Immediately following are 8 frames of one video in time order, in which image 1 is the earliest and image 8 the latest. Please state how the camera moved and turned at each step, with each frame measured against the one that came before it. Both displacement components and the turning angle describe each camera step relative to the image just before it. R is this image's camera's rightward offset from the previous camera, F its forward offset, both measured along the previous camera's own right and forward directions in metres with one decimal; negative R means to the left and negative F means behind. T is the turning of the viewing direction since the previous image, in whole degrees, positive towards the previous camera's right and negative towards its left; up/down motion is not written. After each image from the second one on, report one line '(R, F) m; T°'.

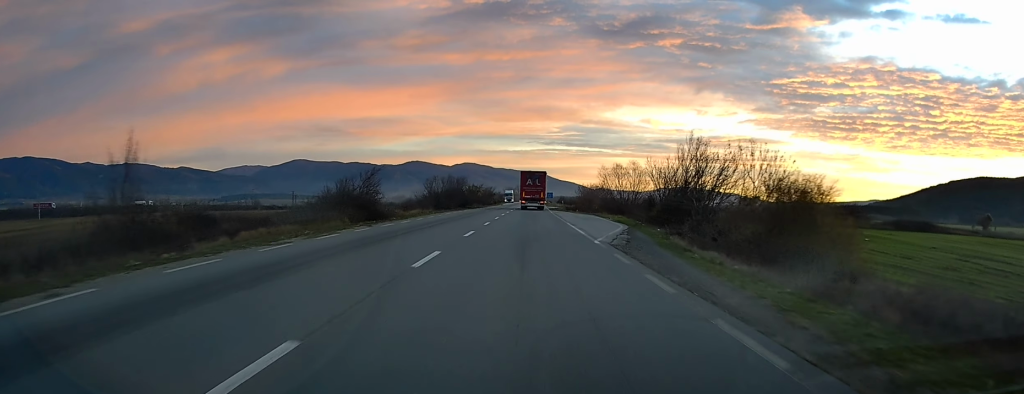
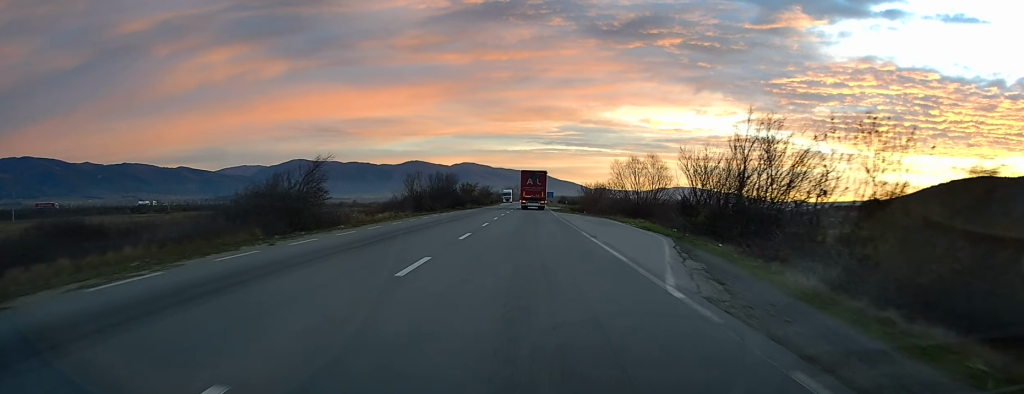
(0.0, +10.3) m; 0°
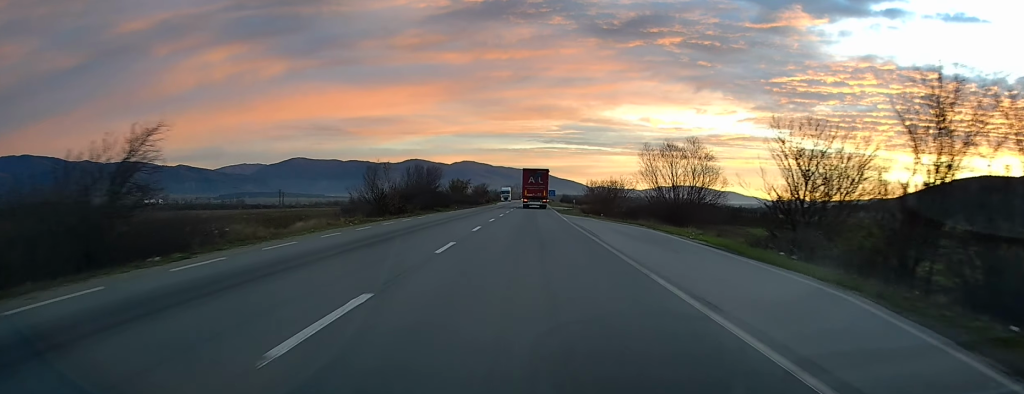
(0.0, +13.8) m; 0°
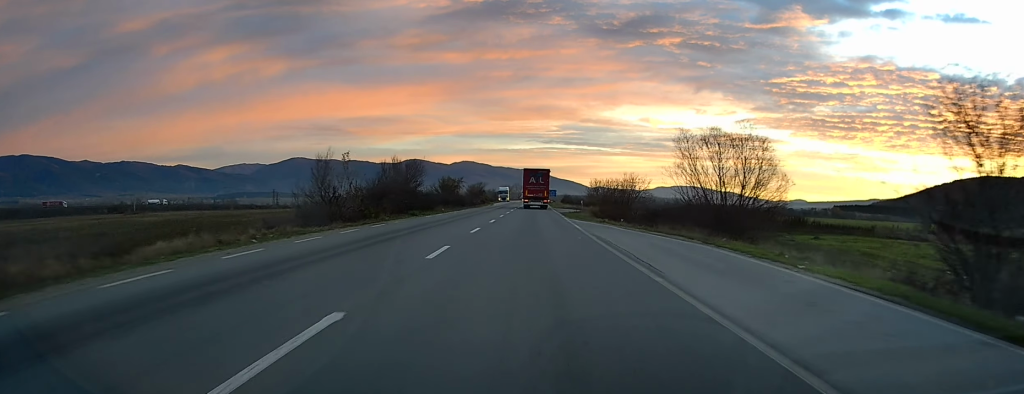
(-0.1, +10.2) m; 0°
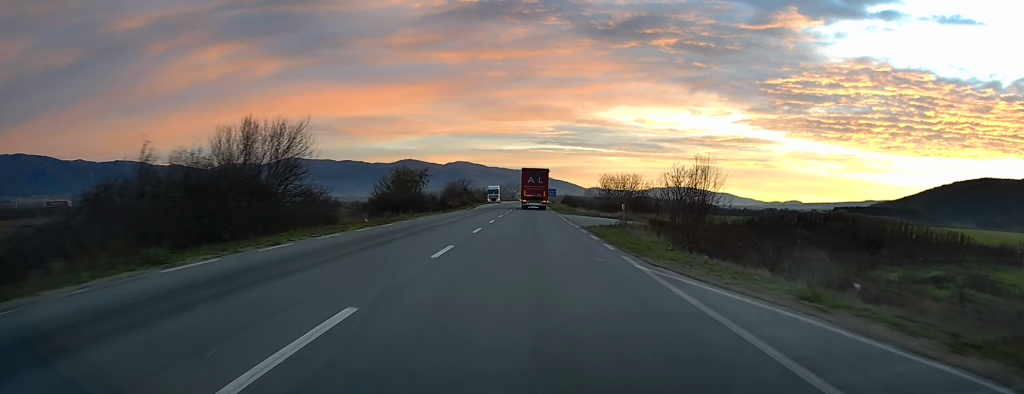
(+0.4, +26.4) m; +1°
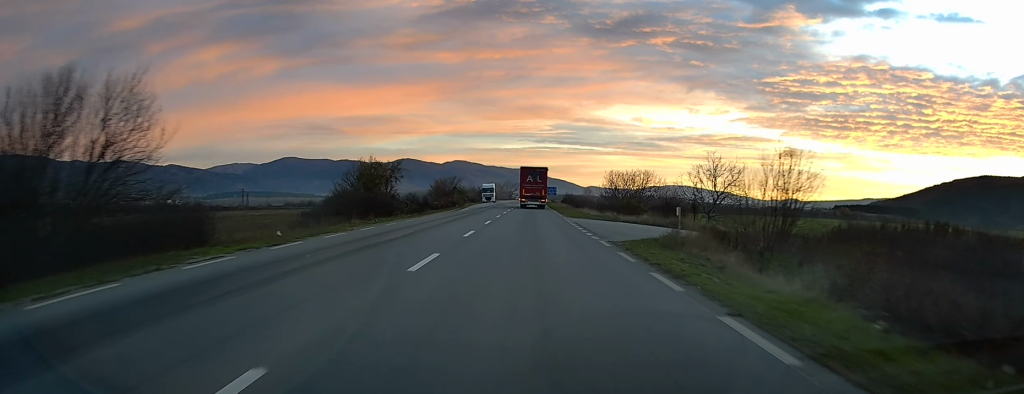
(-0.1, +11.2) m; 0°
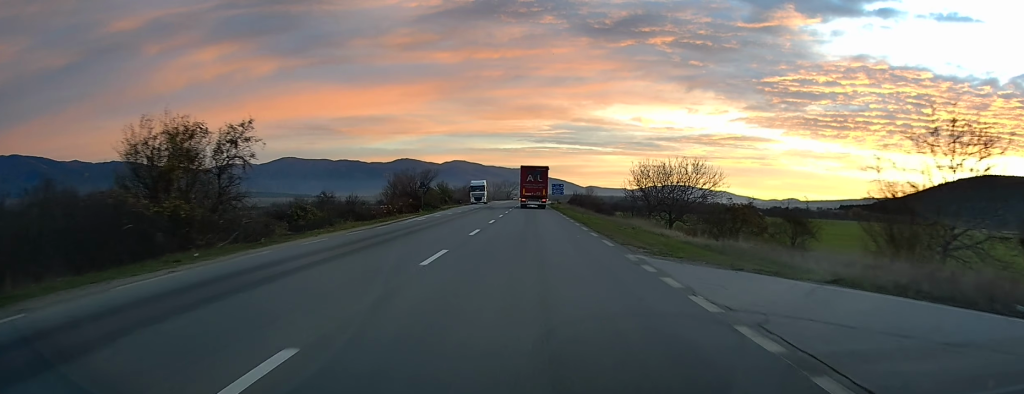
(-0.1, +26.4) m; +1°
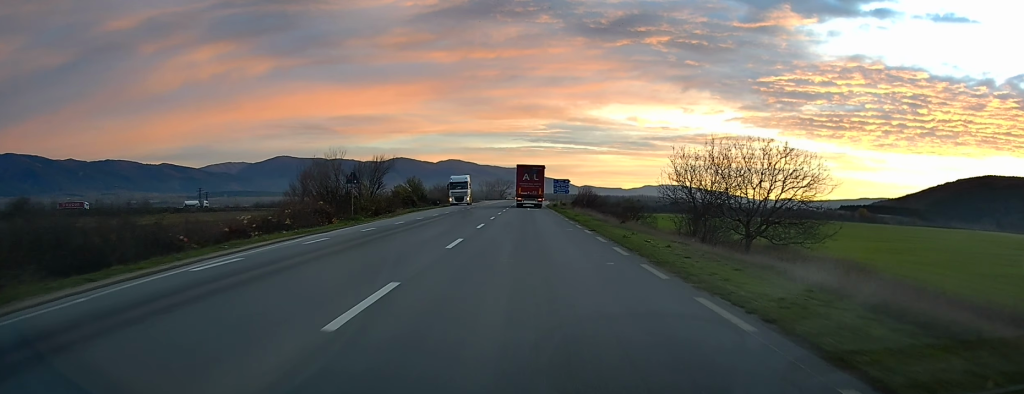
(+0.3, +22.8) m; +1°
